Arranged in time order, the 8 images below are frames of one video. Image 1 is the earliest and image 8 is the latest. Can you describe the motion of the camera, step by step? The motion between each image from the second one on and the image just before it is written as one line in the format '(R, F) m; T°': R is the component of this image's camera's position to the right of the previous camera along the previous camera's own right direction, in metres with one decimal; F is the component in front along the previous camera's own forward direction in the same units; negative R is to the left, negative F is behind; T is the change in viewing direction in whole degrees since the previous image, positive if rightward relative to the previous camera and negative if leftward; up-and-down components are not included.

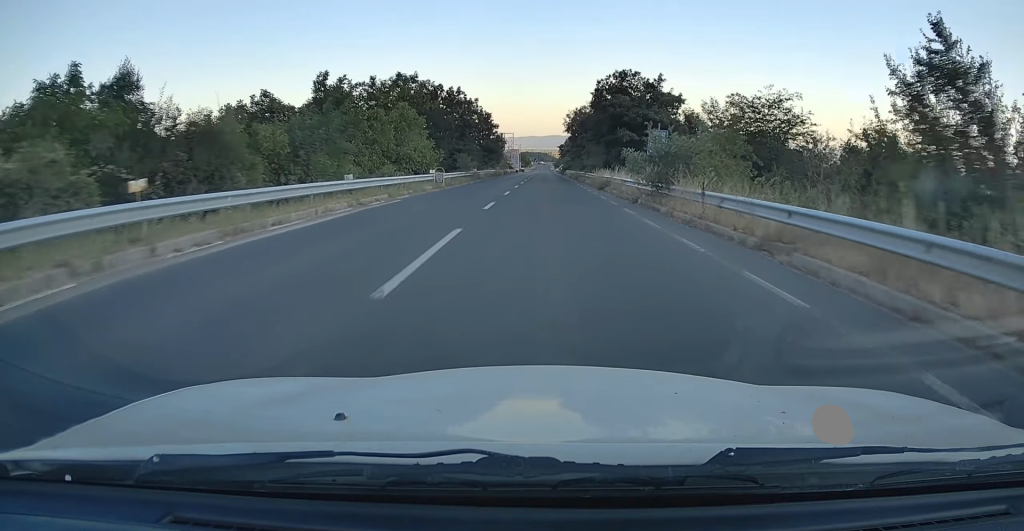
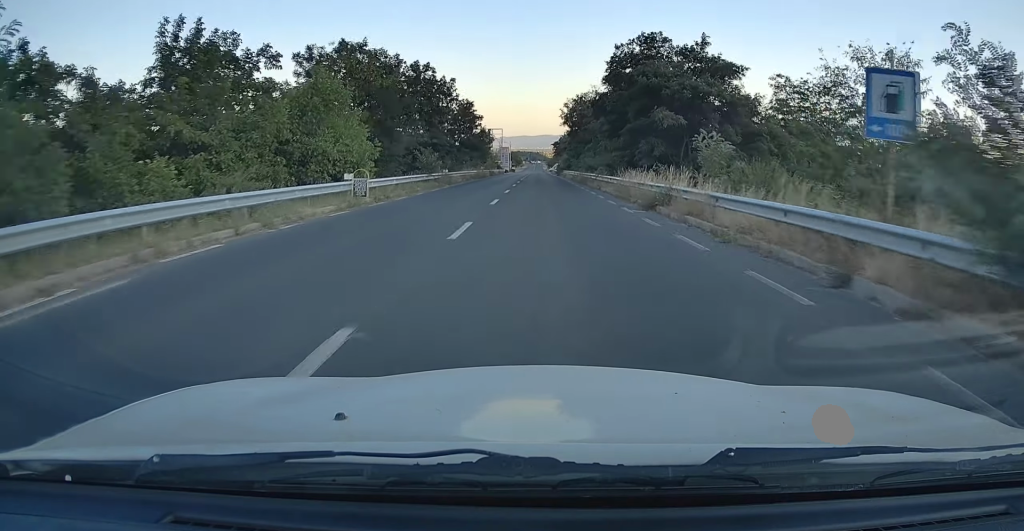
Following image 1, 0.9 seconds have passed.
(+0.1, +16.4) m; +1°
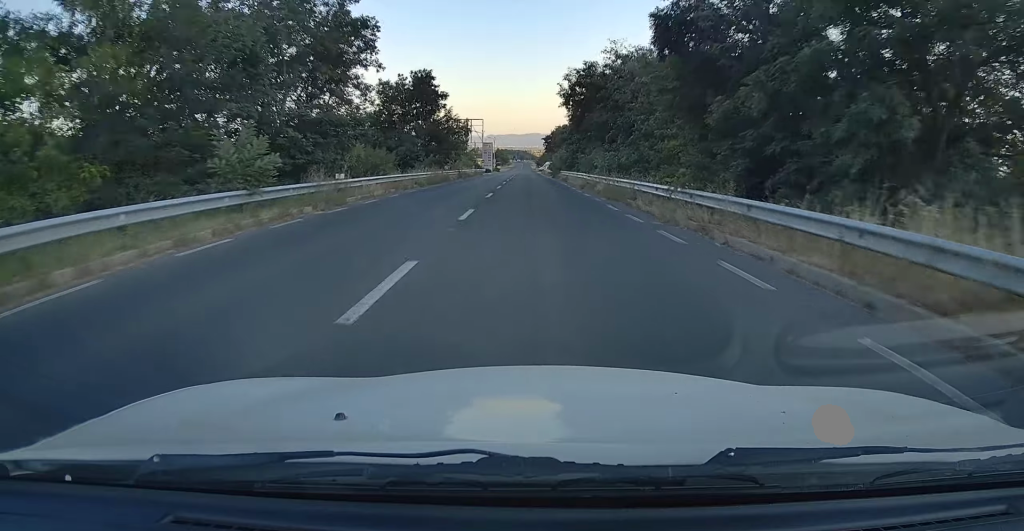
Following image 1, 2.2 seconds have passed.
(+0.4, +23.4) m; +1°
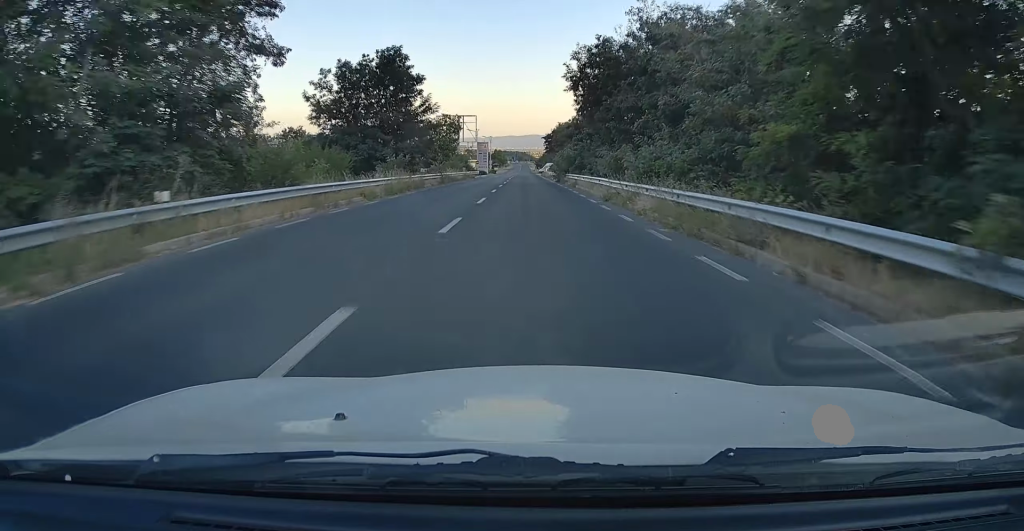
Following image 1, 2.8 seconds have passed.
(0.0, +11.1) m; 0°
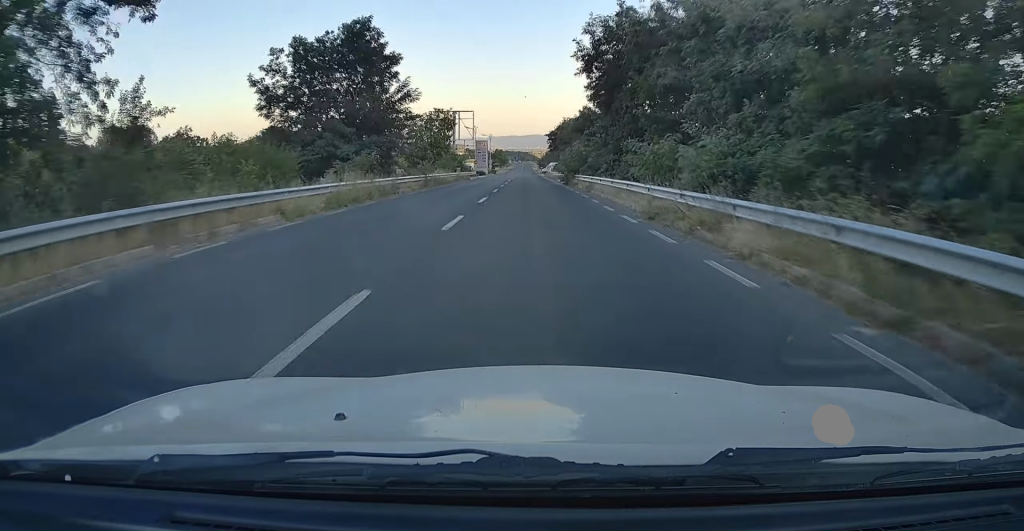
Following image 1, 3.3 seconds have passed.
(-0.1, +8.5) m; 0°
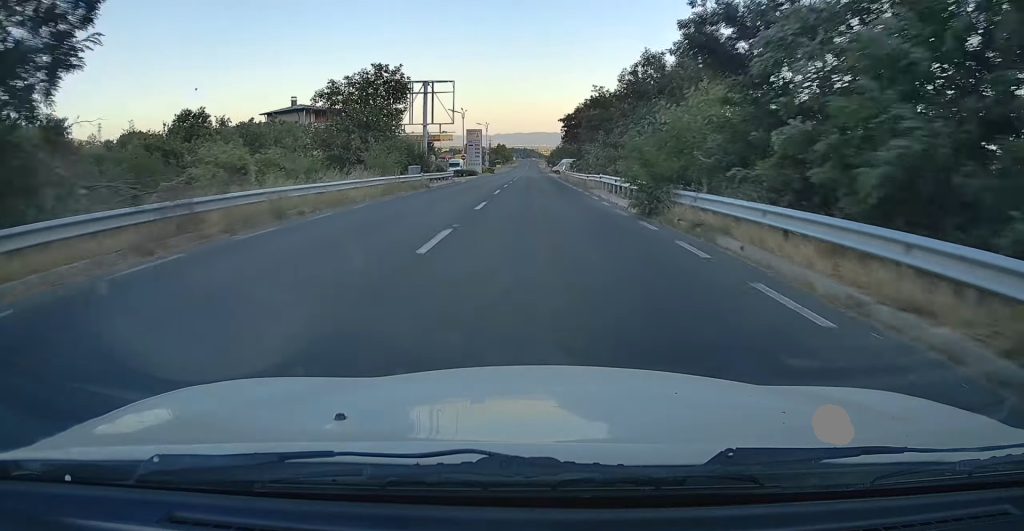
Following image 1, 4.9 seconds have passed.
(-0.1, +29.2) m; -1°
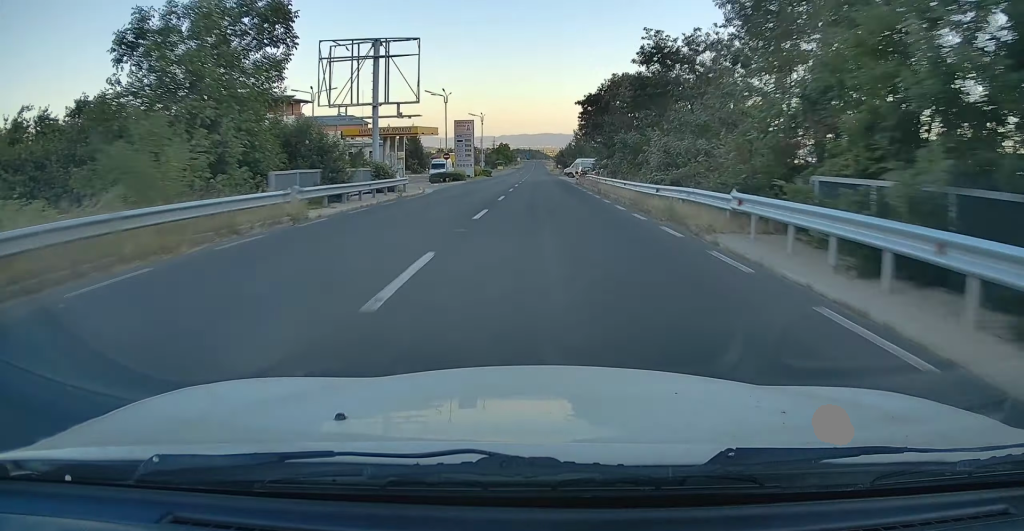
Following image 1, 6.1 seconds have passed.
(0.0, +21.1) m; 0°
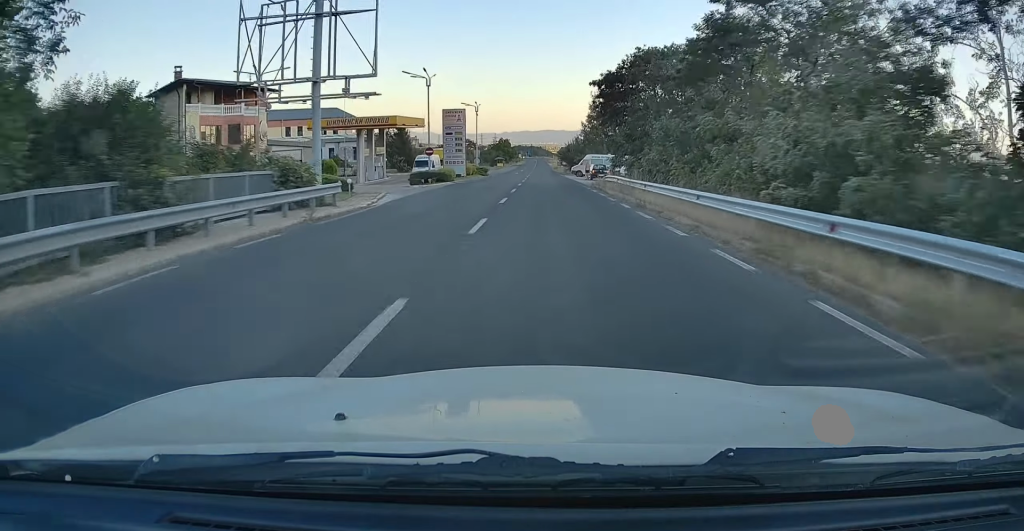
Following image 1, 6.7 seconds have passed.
(+0.1, +11.4) m; 0°
